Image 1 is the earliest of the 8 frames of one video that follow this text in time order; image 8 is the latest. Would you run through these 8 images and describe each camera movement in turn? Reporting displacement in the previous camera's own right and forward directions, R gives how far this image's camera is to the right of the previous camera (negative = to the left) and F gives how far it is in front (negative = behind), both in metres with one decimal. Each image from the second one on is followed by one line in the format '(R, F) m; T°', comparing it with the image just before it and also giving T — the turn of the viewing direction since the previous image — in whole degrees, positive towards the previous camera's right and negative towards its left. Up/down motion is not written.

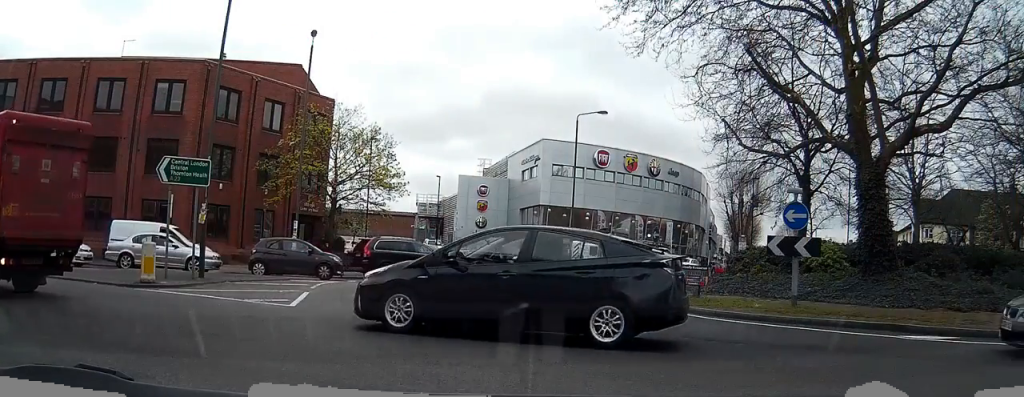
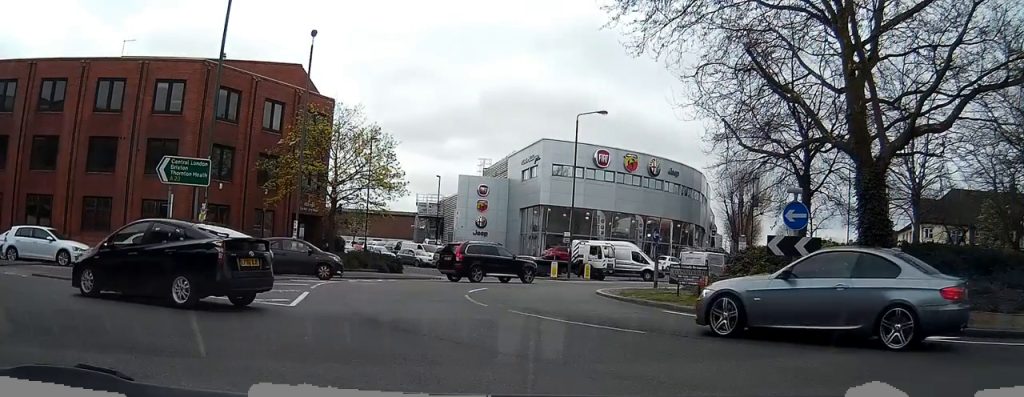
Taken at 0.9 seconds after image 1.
(0.0, 0.0) m; 0°
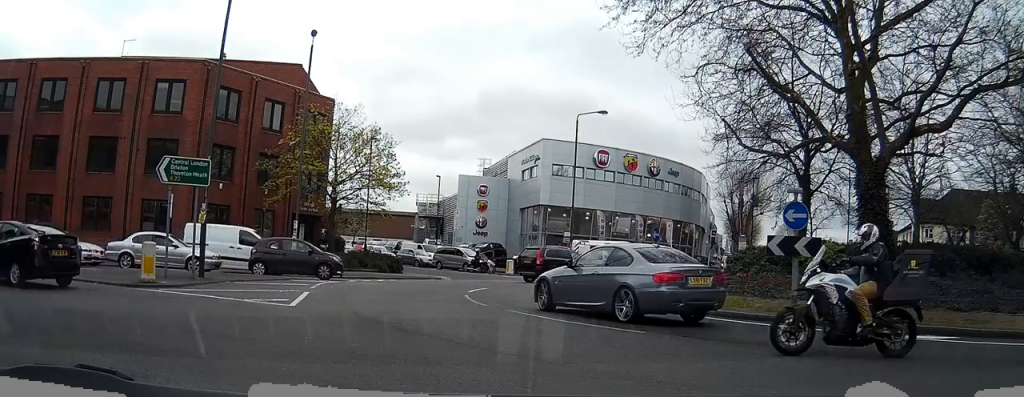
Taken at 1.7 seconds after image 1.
(0.0, 0.0) m; 0°
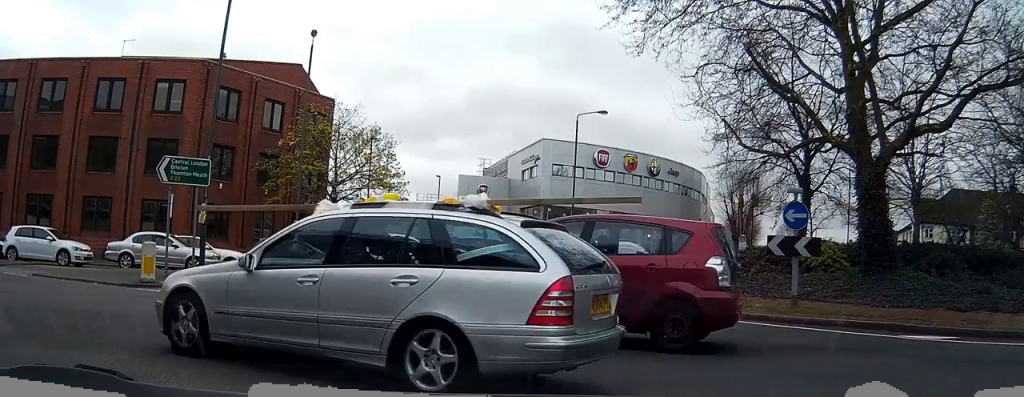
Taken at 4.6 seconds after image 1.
(+0.1, +0.3) m; 0°
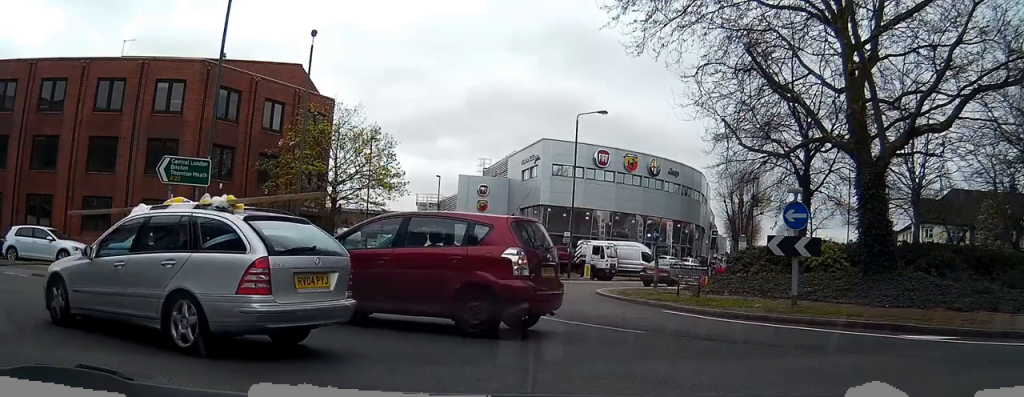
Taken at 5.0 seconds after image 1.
(0.0, 0.0) m; 0°
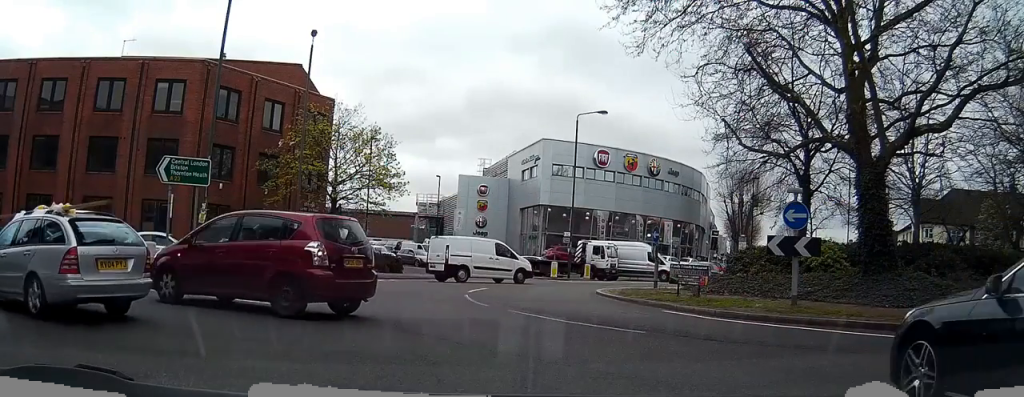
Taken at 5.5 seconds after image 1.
(0.0, 0.0) m; 0°
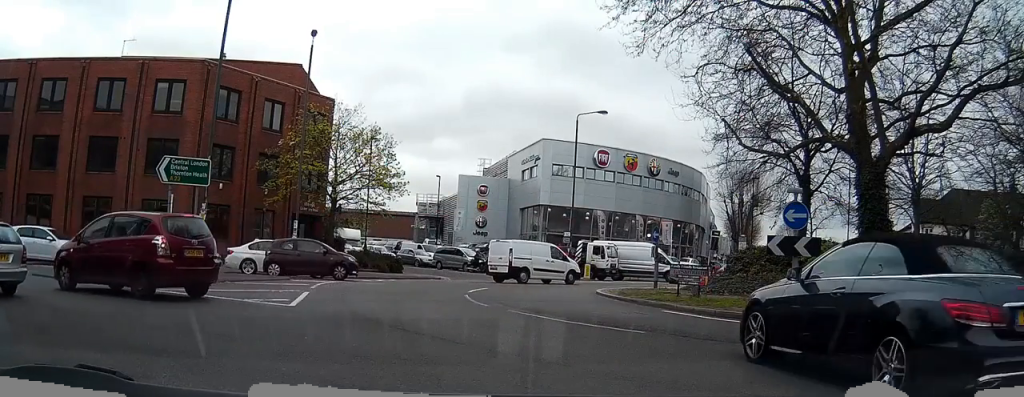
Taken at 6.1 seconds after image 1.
(0.0, 0.0) m; 0°
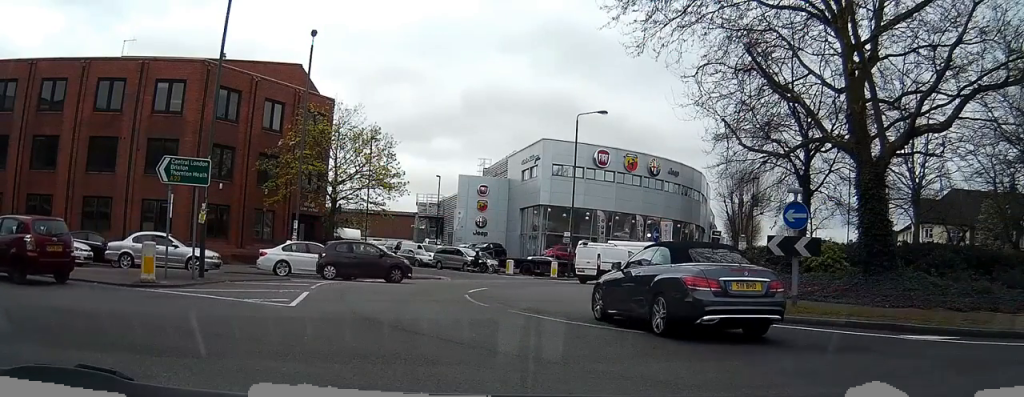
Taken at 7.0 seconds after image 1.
(0.0, 0.0) m; 0°
